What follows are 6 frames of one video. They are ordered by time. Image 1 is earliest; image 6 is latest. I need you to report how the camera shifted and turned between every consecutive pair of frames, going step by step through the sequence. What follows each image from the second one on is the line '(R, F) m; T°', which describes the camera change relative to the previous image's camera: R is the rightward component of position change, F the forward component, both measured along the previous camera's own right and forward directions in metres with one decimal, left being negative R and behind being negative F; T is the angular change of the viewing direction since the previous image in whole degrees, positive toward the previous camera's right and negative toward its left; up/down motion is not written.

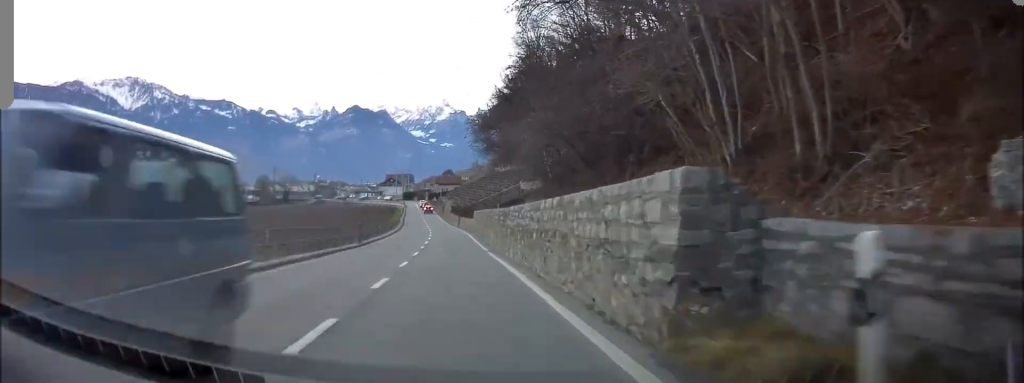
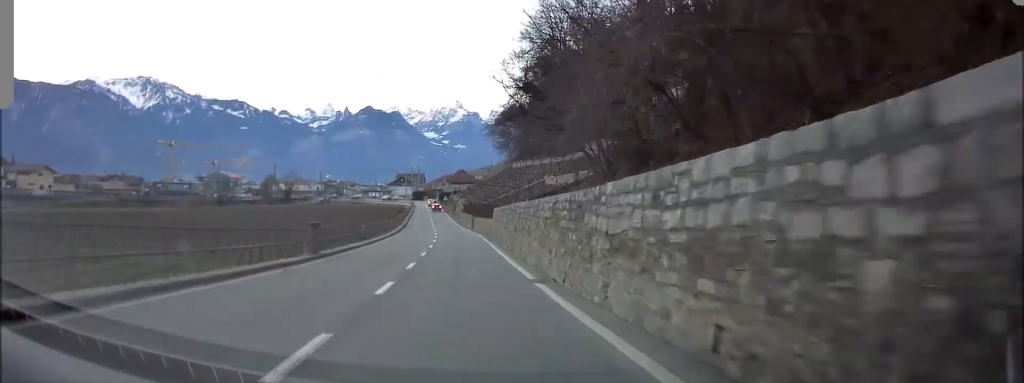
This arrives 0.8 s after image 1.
(-0.1, +12.9) m; -2°
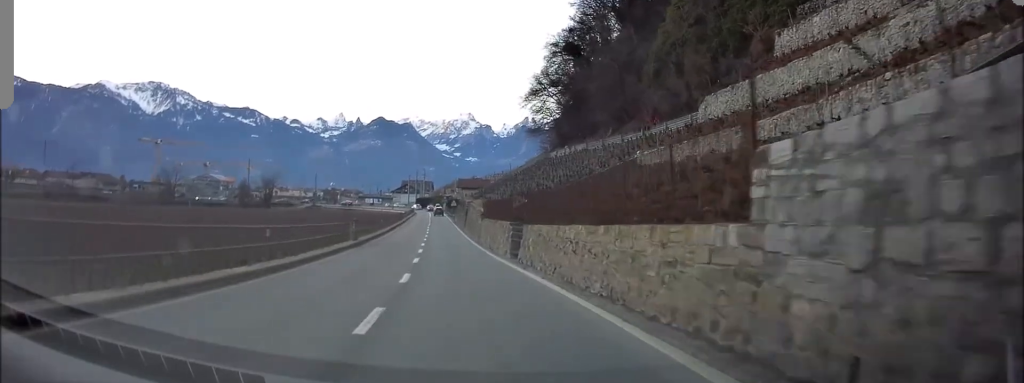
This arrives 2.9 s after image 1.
(-1.8, +32.6) m; -5°
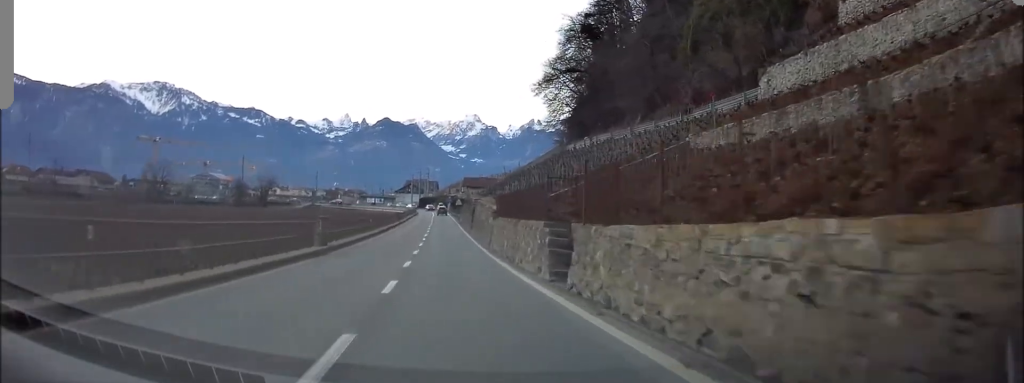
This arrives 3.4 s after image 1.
(-0.1, +8.6) m; 0°
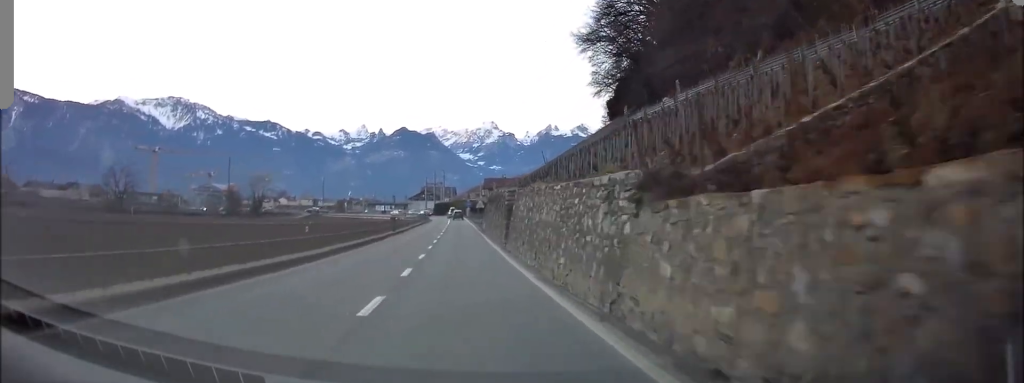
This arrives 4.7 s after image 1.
(+0.3, +20.3) m; +1°
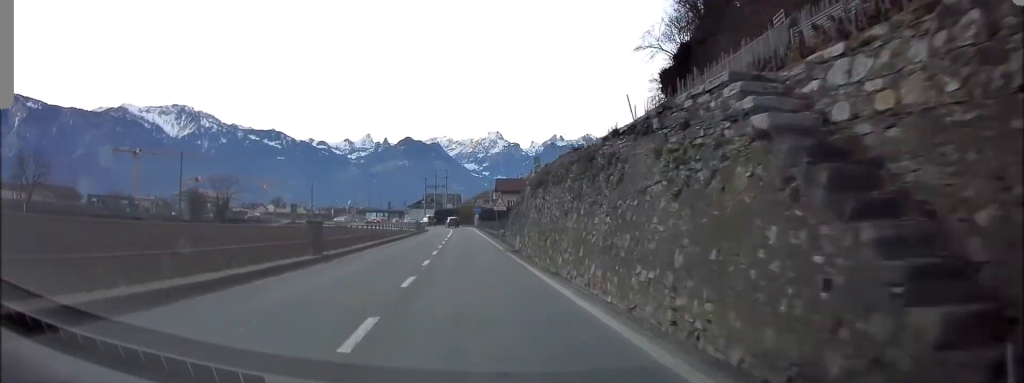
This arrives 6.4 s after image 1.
(-0.1, +26.8) m; 0°
